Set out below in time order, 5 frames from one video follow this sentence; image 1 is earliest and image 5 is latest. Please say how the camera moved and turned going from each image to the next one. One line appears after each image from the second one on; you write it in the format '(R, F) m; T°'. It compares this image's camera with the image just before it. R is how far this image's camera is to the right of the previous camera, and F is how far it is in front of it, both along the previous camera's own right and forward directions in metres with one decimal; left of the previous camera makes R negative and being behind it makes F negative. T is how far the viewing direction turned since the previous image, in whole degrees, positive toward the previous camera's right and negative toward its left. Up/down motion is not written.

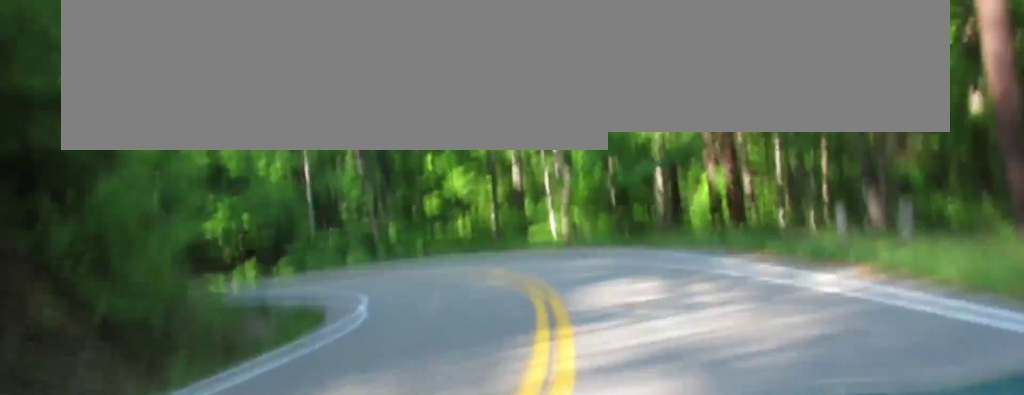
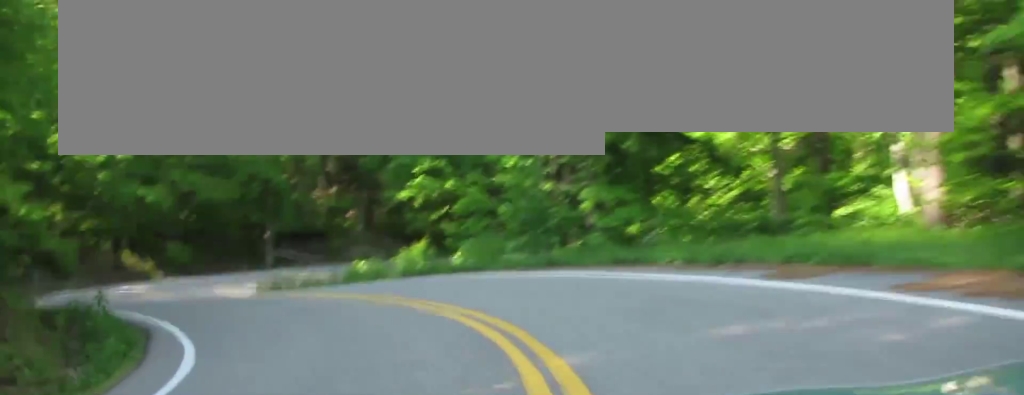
(-2.8, +23.3) m; -11°
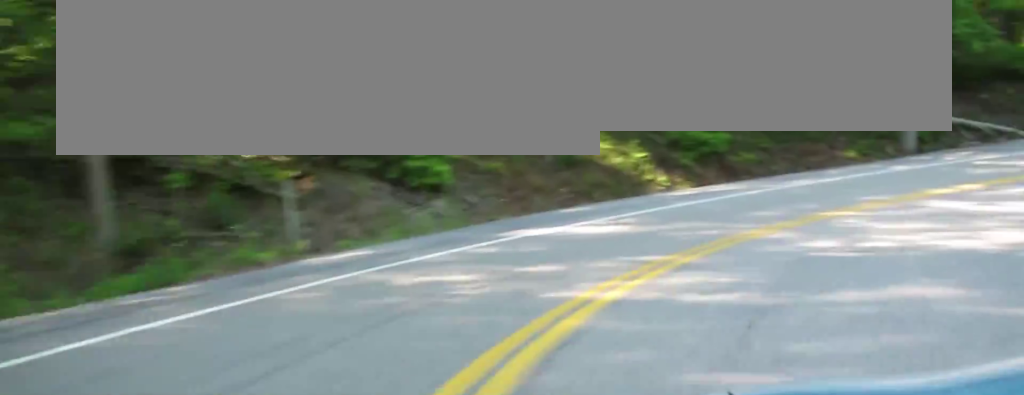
(-8.8, +35.5) m; -2°
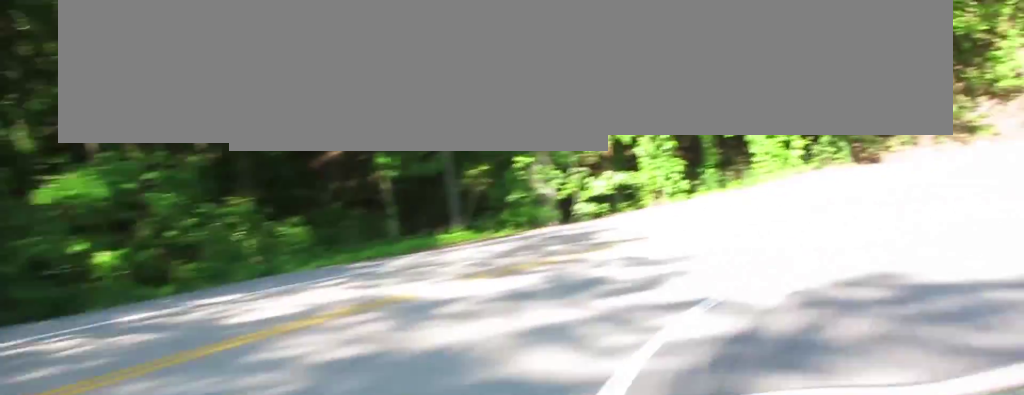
(+16.7, +23.3) m; +55°
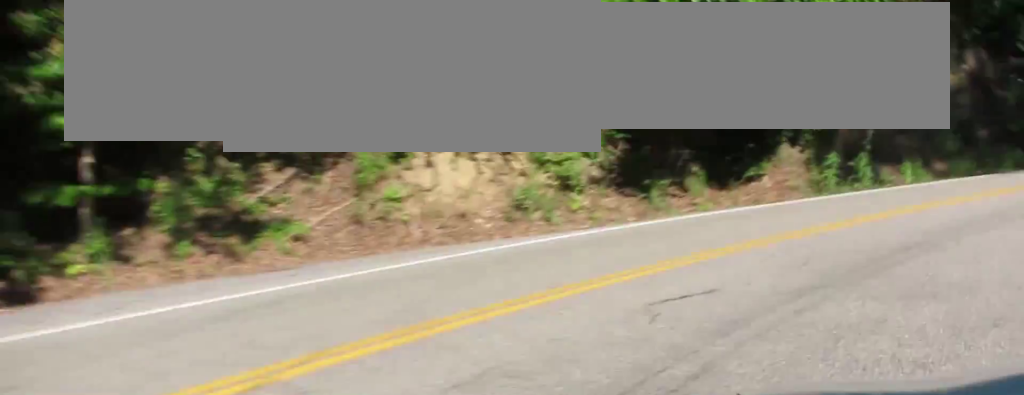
(+3.0, +18.7) m; +40°
